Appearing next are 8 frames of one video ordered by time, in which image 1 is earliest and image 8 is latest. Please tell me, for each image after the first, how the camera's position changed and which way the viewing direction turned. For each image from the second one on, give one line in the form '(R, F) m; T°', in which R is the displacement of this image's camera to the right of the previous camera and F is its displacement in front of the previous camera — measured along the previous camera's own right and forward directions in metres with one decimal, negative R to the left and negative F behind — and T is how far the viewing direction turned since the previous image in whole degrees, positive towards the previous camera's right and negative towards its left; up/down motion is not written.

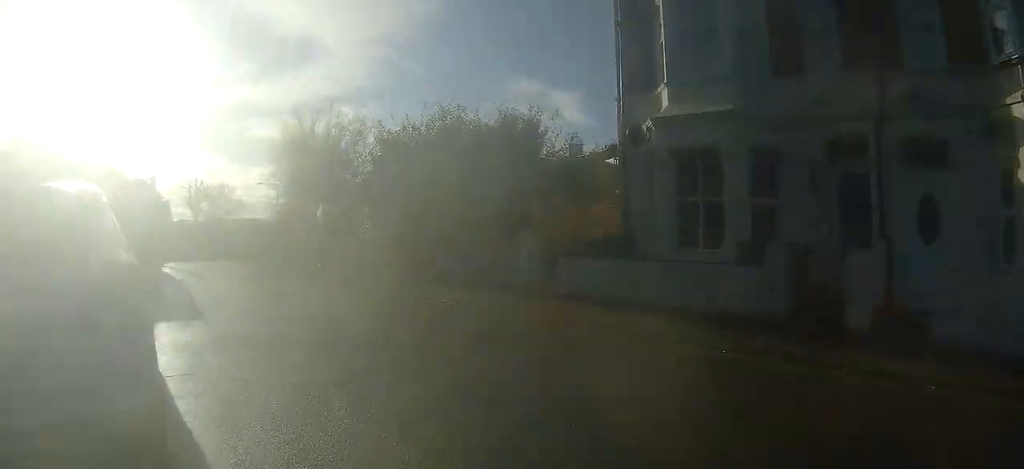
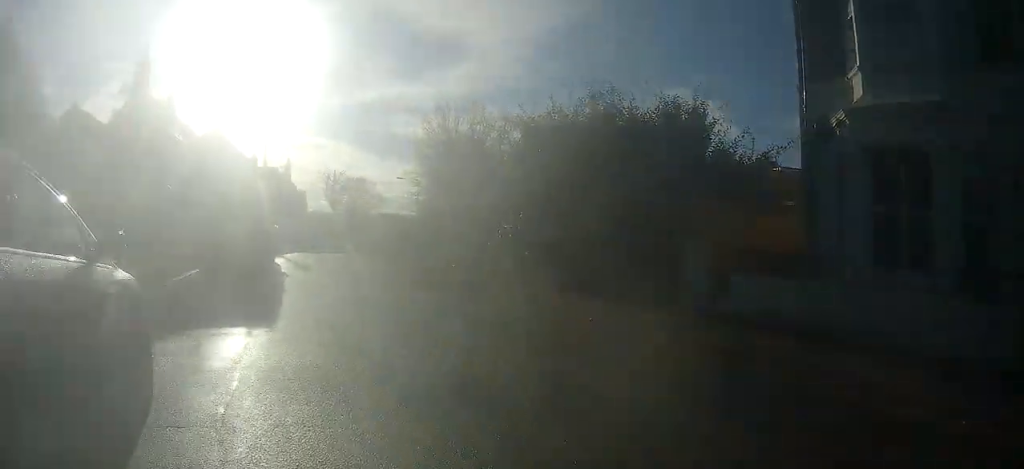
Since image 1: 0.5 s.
(0.0, +2.1) m; -11°
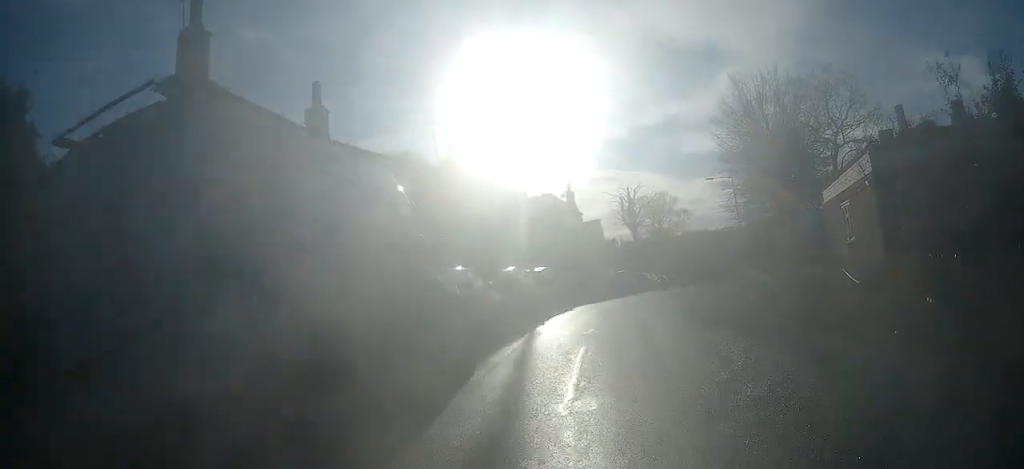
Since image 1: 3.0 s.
(-3.9, +13.8) m; -19°
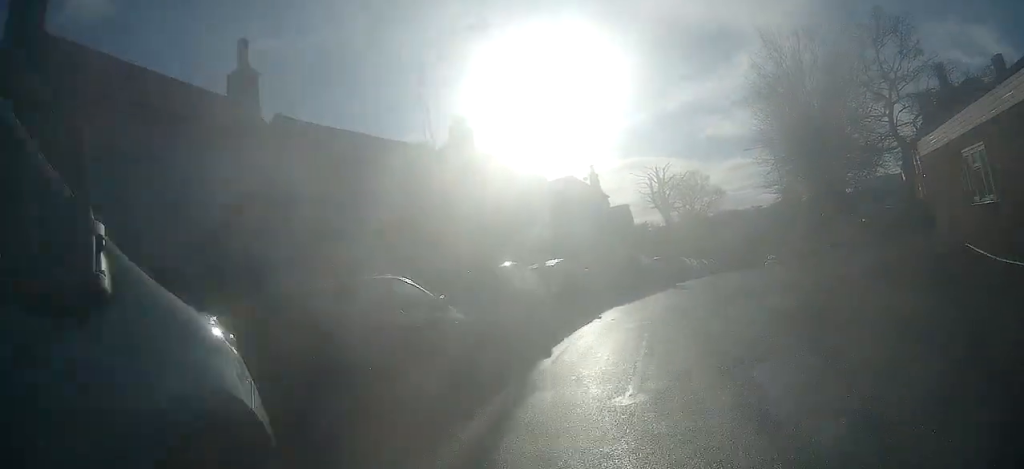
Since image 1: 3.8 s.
(0.0, +5.7) m; +1°
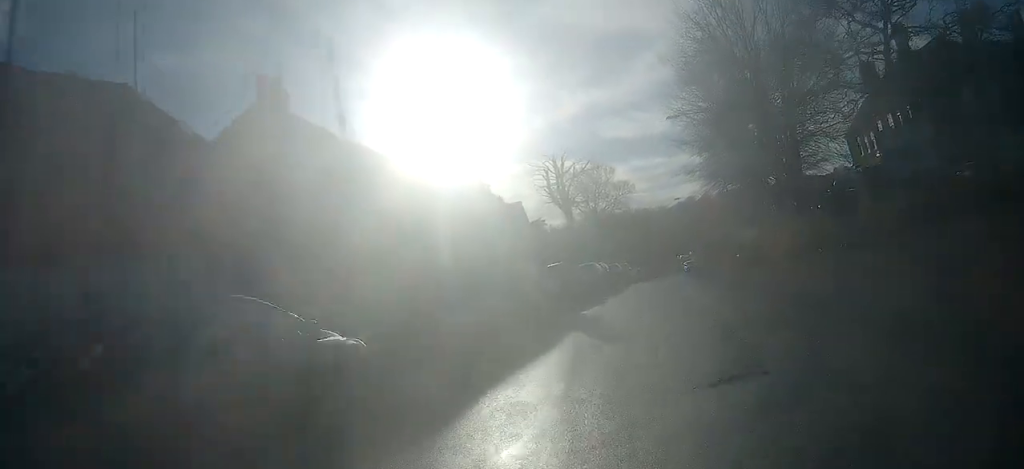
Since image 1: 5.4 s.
(+0.8, +12.2) m; +7°
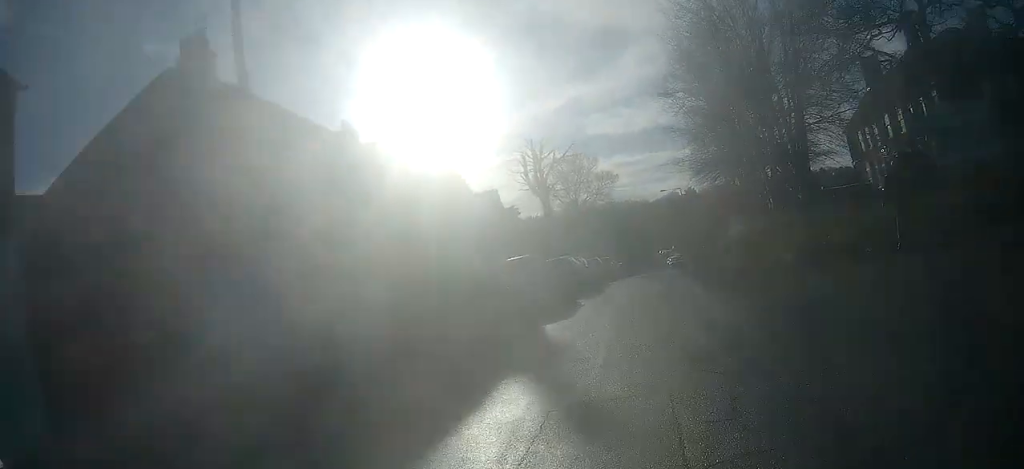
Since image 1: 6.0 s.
(+0.1, +4.7) m; +1°
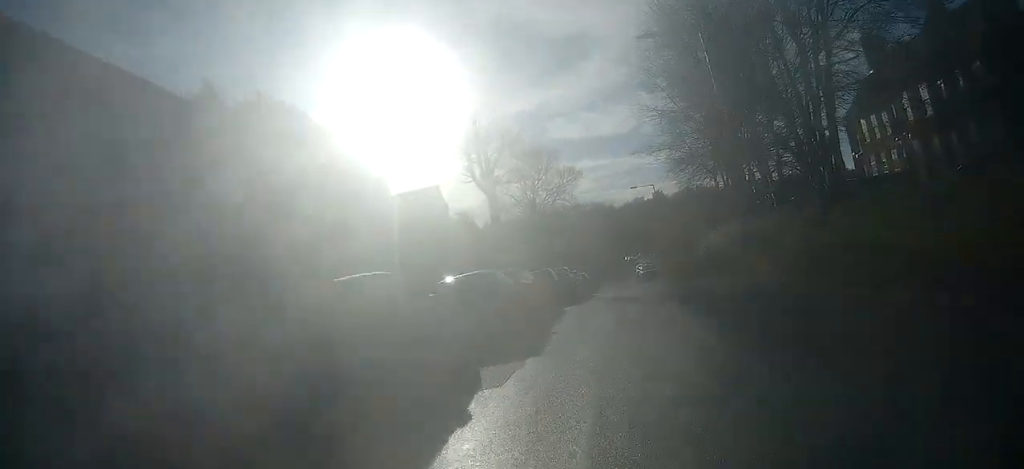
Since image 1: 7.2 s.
(+0.1, +9.2) m; +1°
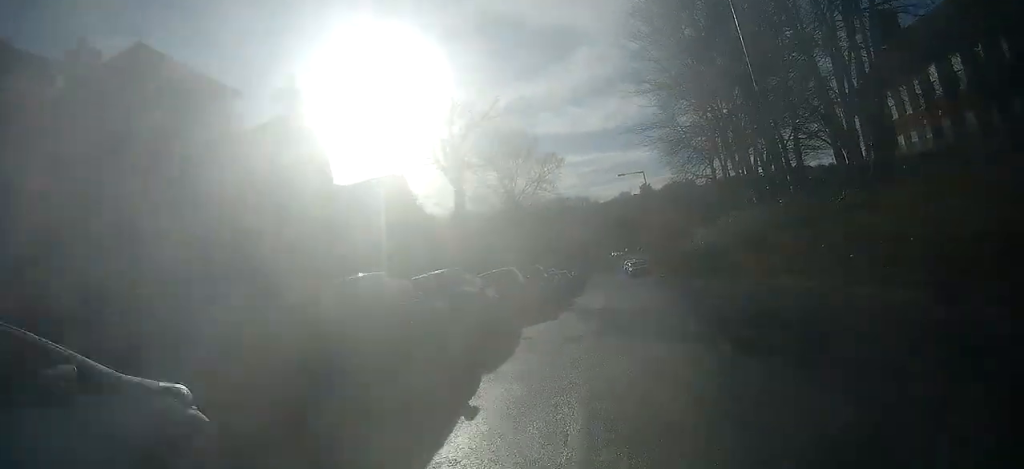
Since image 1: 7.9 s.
(0.0, +4.7) m; 0°
